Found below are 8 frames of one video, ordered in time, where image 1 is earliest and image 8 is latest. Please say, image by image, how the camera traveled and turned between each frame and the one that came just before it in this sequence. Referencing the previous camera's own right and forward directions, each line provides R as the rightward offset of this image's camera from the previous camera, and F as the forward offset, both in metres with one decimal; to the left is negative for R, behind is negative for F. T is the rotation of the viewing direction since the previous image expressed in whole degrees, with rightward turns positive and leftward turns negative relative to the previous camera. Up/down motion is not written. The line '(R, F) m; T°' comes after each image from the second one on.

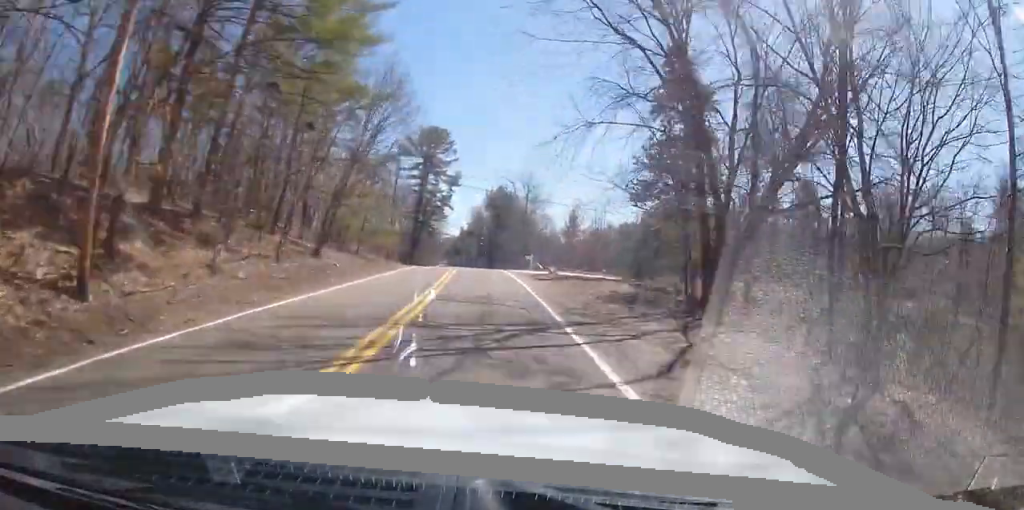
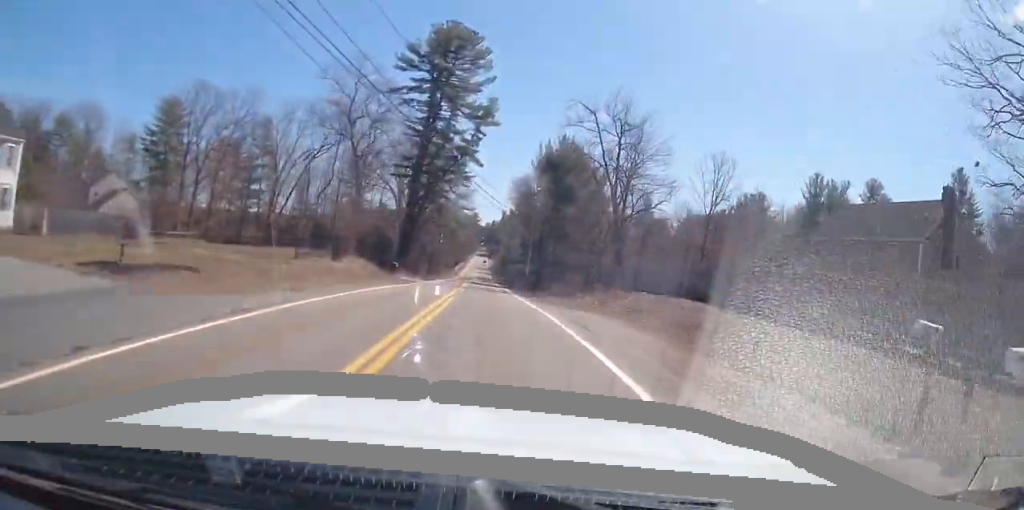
(-0.3, +46.7) m; -3°
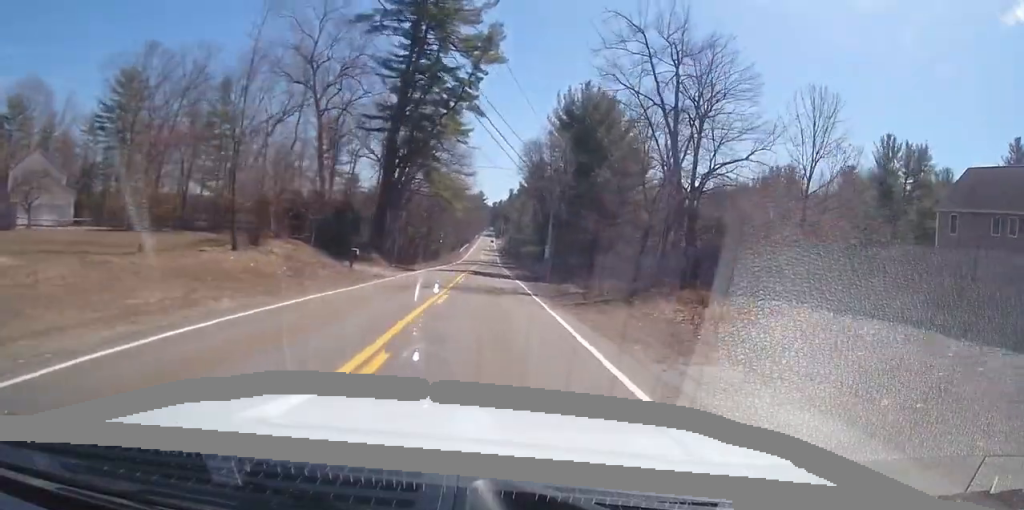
(-0.5, +16.1) m; -2°
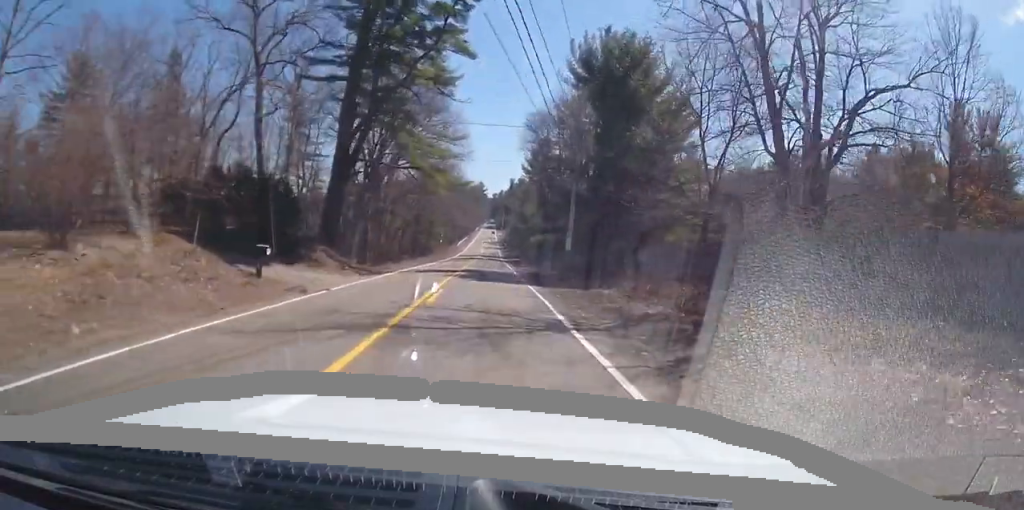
(0.0, +13.8) m; 0°
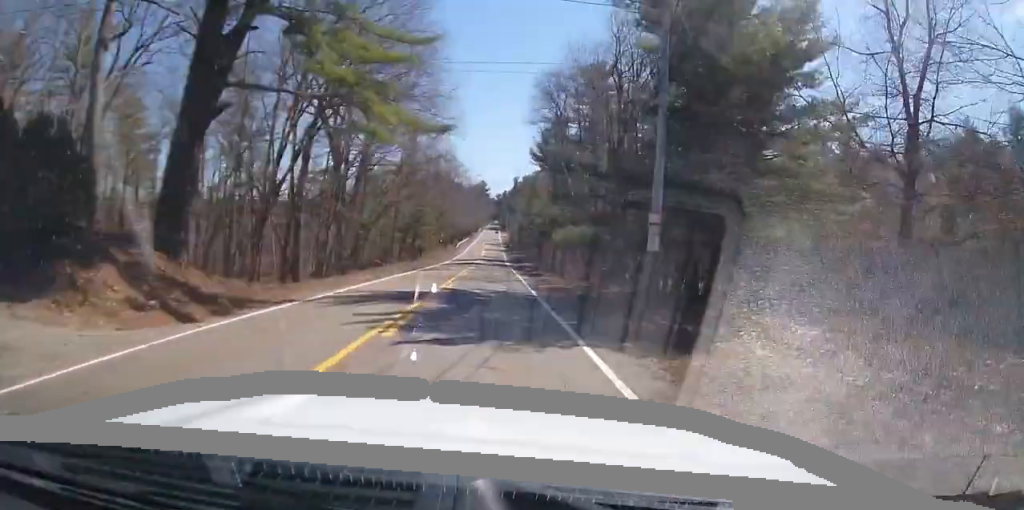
(0.0, +17.6) m; 0°
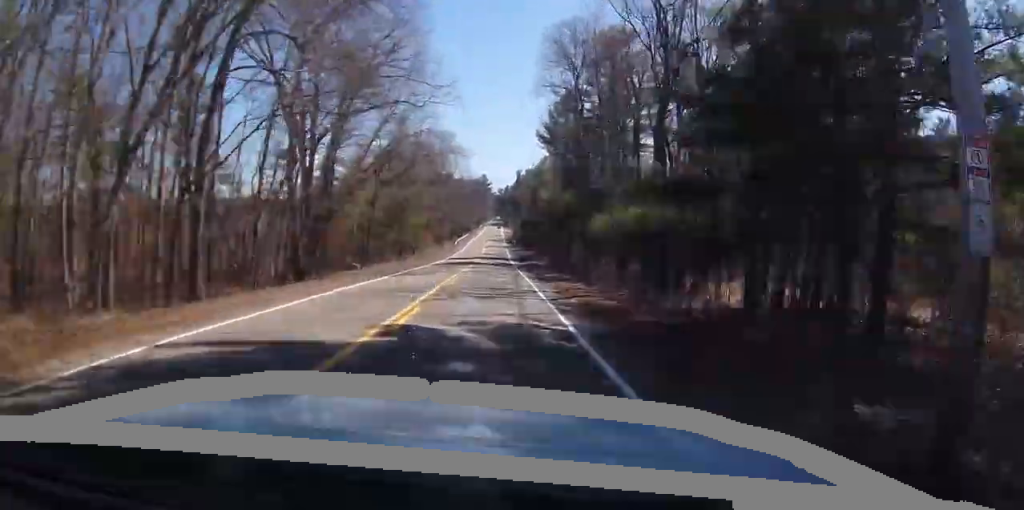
(0.0, +11.3) m; 0°
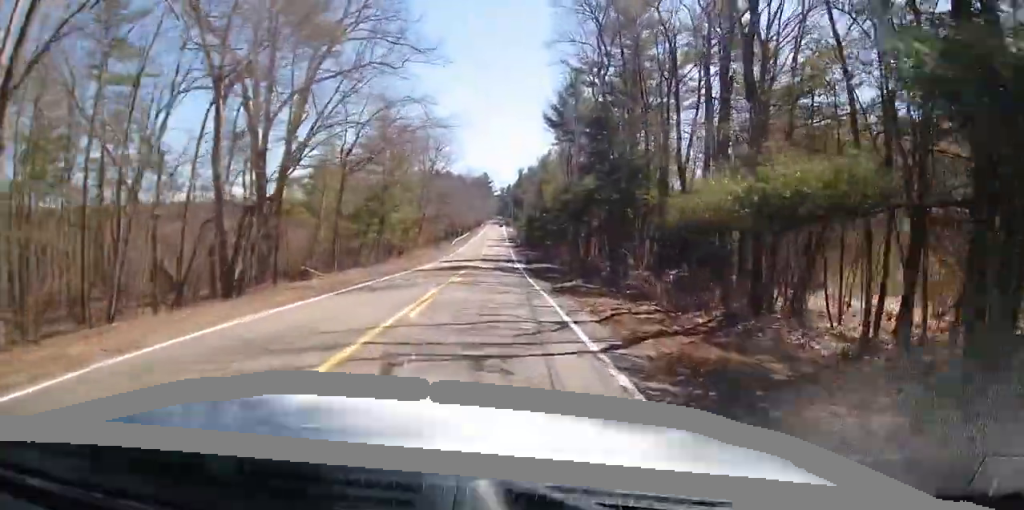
(0.0, +9.9) m; 0°
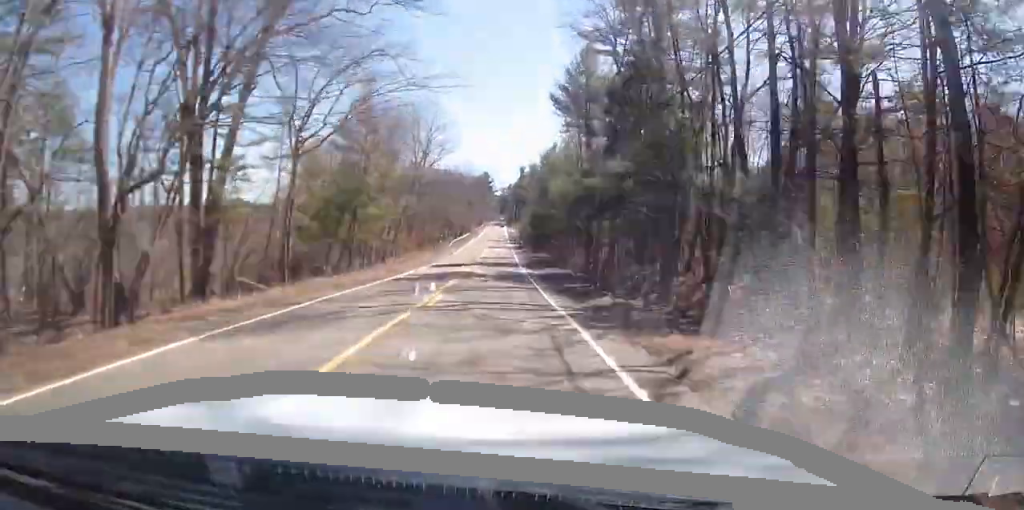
(0.0, +8.6) m; -1°
